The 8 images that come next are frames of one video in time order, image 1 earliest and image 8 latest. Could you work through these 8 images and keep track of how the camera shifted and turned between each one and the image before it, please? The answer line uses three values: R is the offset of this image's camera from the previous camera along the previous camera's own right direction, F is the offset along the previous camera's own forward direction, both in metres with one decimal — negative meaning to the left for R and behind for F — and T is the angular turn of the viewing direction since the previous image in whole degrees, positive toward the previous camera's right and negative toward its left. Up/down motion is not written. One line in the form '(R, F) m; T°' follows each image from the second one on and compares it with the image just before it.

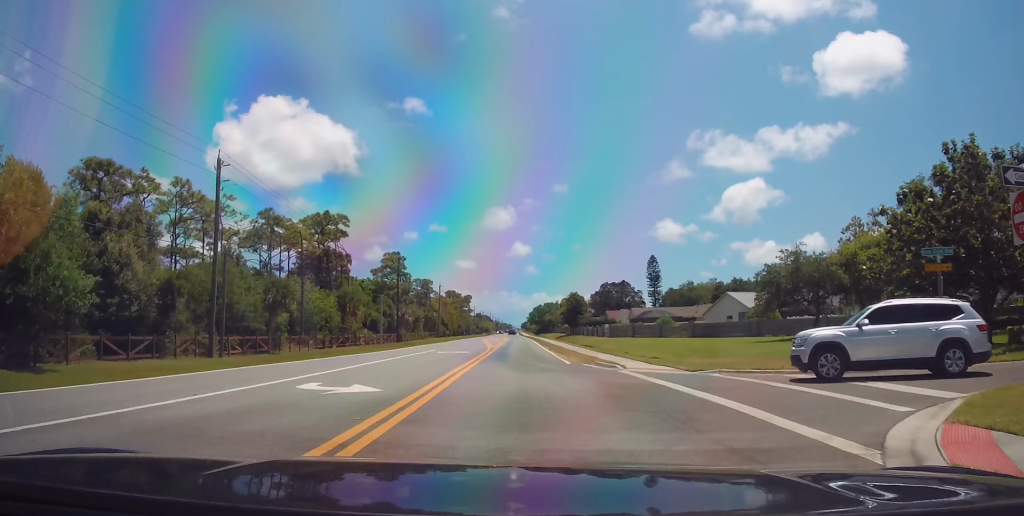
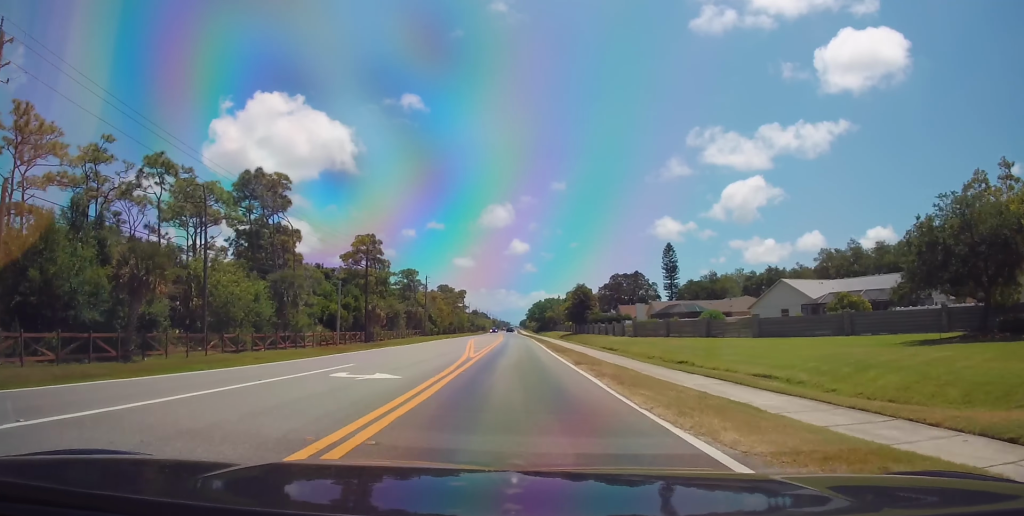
(0.0, +20.1) m; 0°
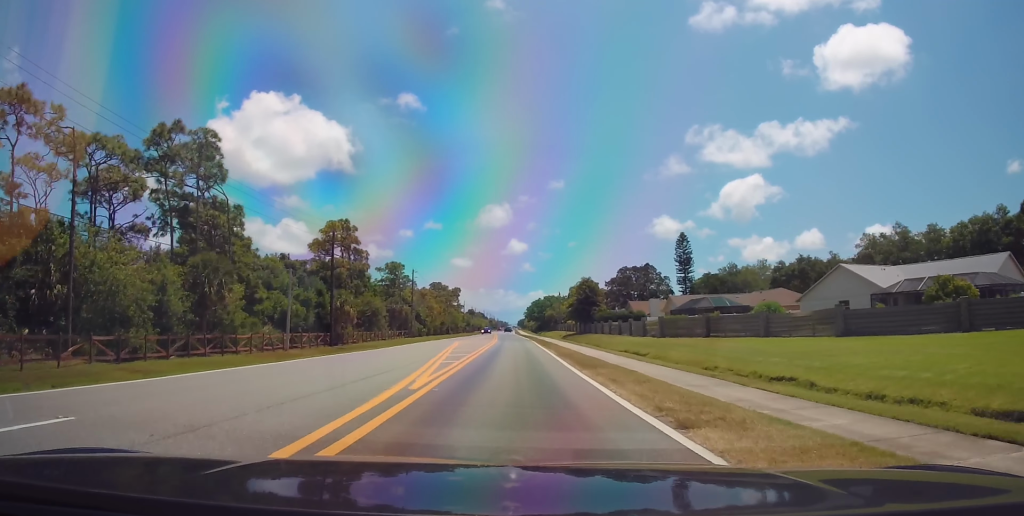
(0.0, +14.5) m; 0°
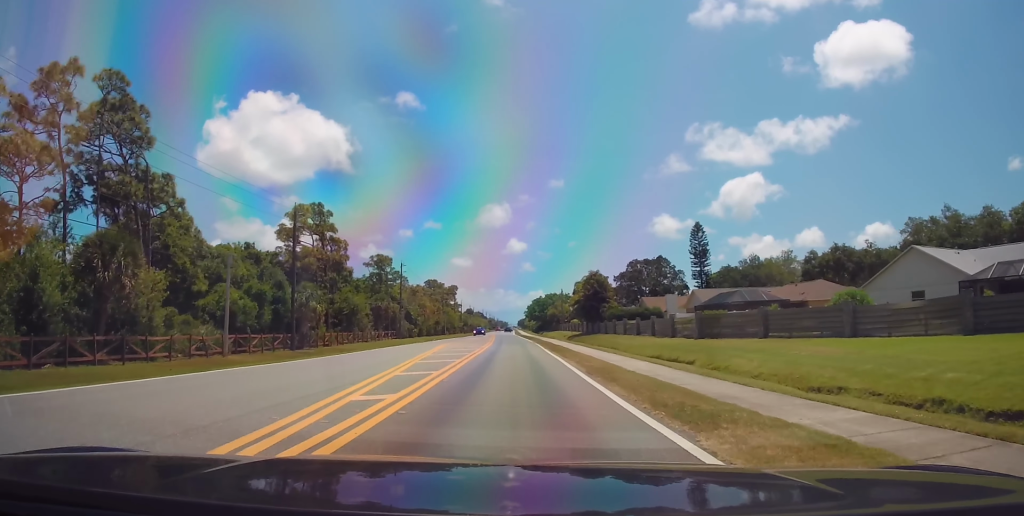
(0.0, +12.0) m; 0°
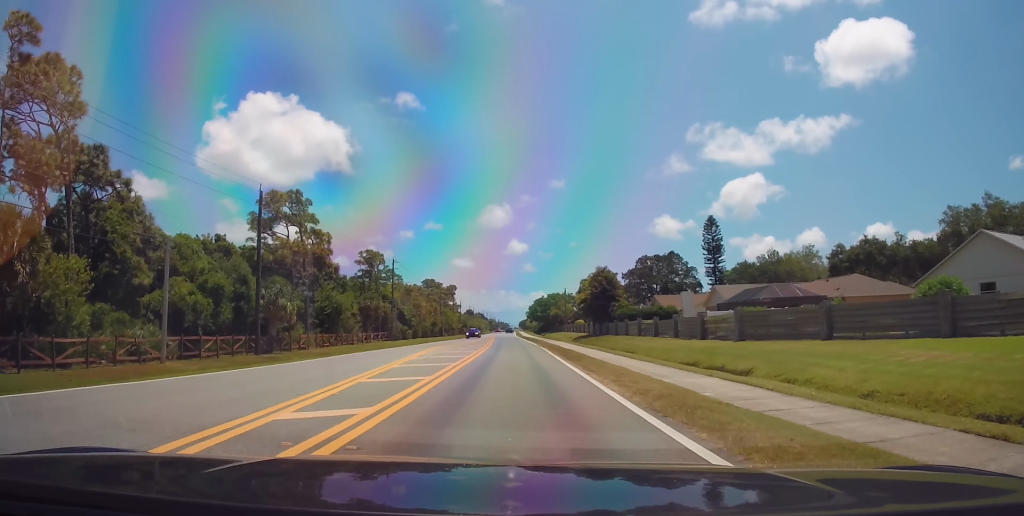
(+0.1, +8.2) m; -1°
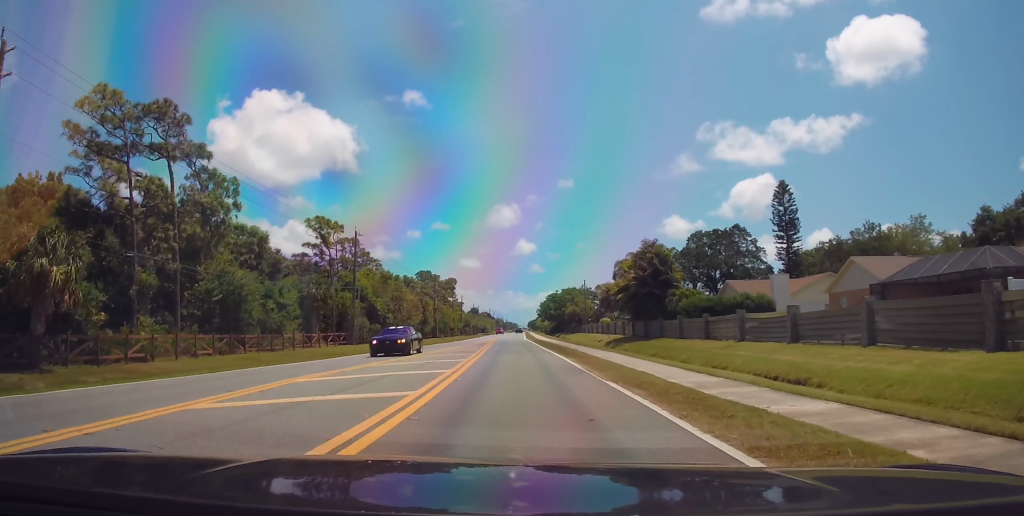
(-0.5, +28.7) m; 0°
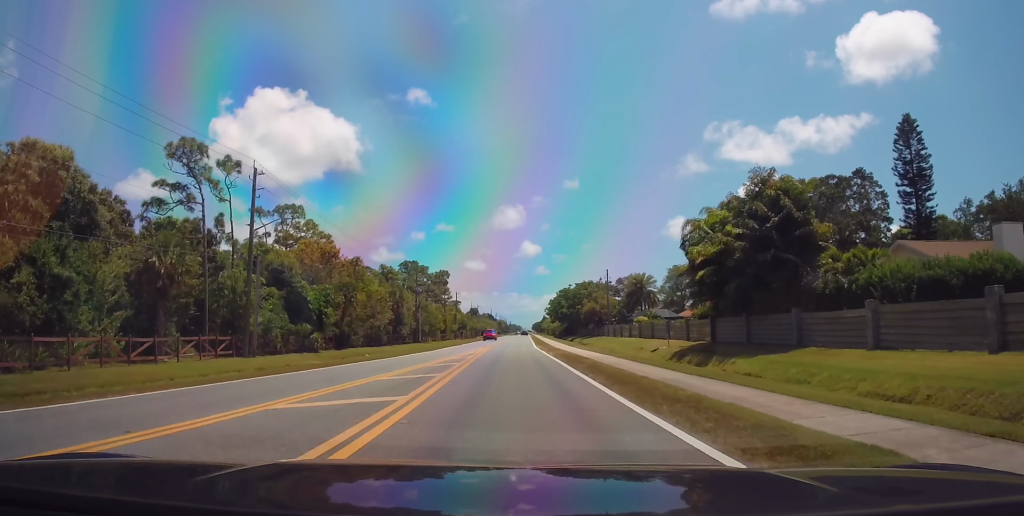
(+0.7, +29.8) m; 0°
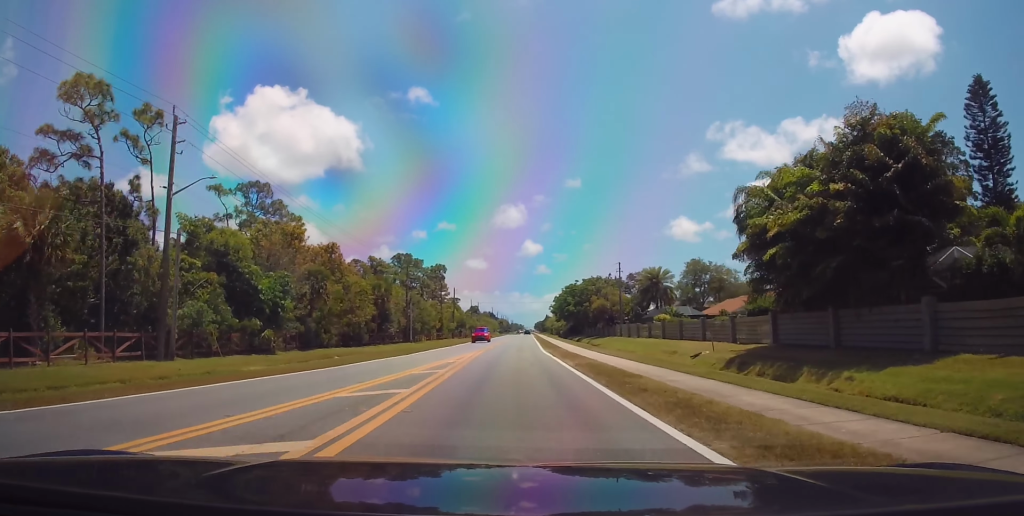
(-0.2, +11.2) m; 0°
